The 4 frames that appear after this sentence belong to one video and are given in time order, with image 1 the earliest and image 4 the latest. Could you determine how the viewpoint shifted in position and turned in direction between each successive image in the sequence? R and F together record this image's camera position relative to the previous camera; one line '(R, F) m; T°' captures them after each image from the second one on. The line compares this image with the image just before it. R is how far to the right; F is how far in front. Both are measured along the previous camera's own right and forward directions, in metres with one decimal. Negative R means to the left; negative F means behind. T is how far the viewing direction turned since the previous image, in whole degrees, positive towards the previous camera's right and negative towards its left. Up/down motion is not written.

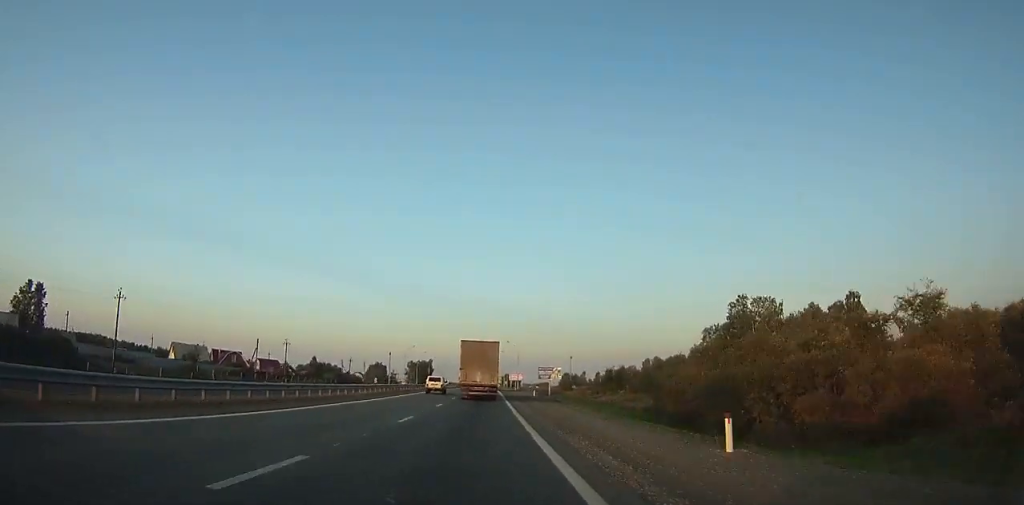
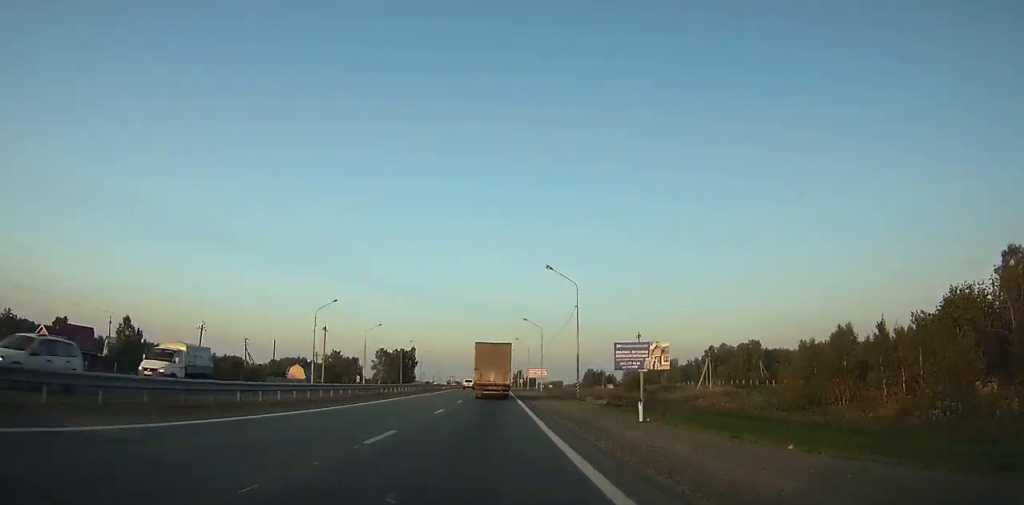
(-0.6, +91.3) m; -1°
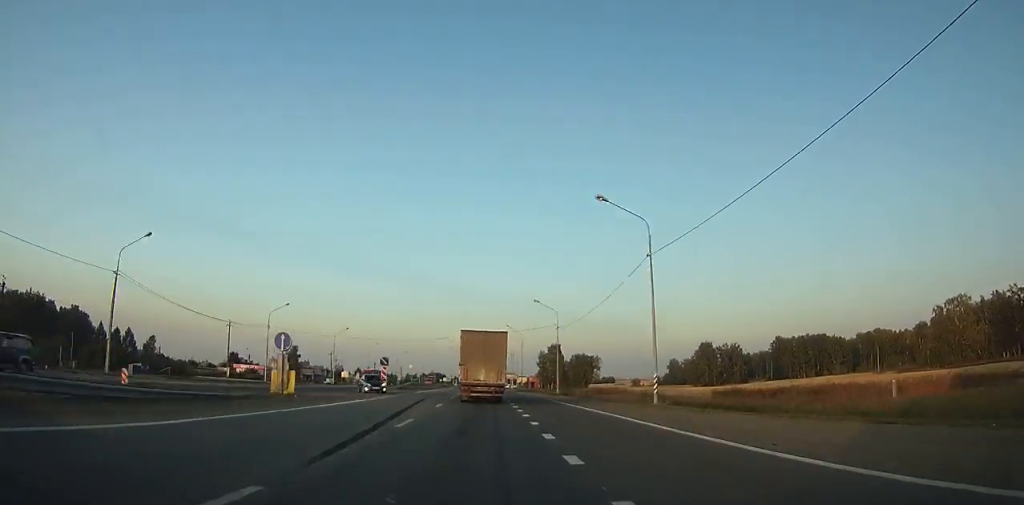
(+1.0, +258.6) m; 0°
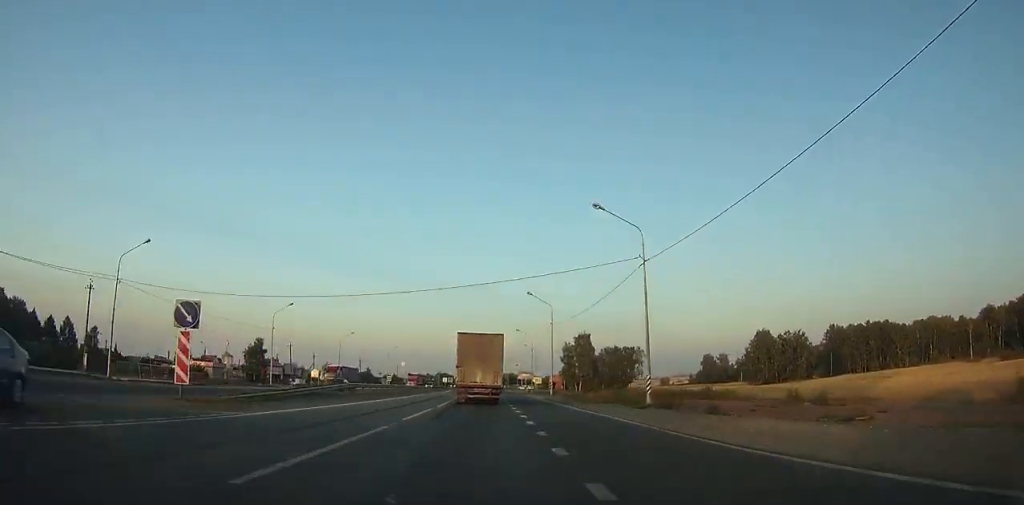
(-0.3, +39.1) m; -1°
